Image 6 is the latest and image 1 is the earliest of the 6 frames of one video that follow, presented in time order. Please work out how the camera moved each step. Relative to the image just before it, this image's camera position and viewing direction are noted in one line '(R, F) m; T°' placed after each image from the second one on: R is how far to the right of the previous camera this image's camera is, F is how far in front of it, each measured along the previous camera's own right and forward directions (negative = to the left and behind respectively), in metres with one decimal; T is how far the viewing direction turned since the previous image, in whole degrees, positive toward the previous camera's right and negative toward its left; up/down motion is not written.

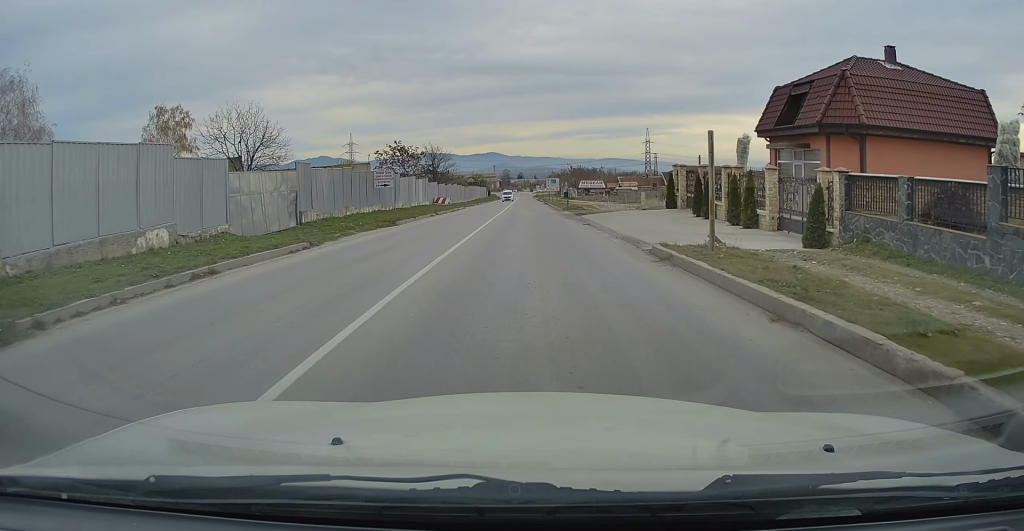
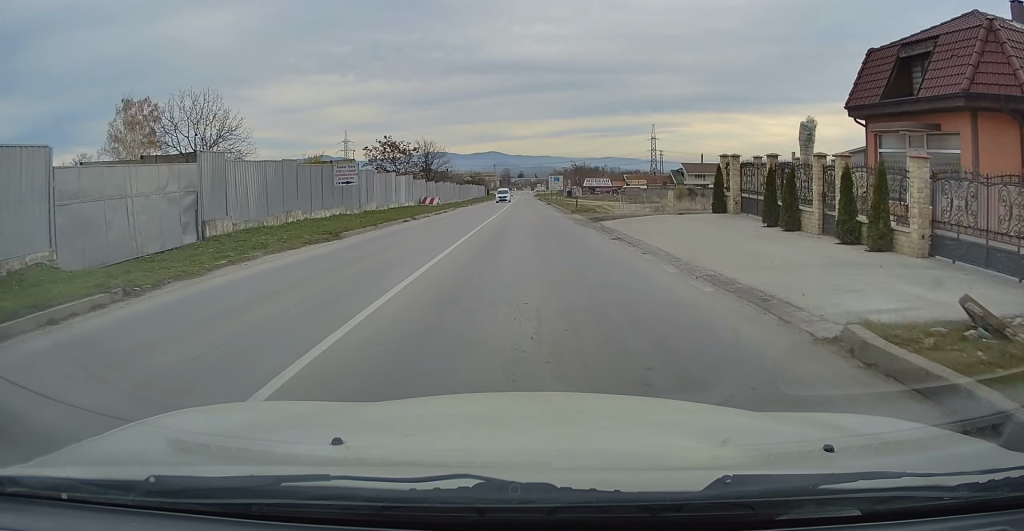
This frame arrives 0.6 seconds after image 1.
(-0.1, +8.6) m; +1°
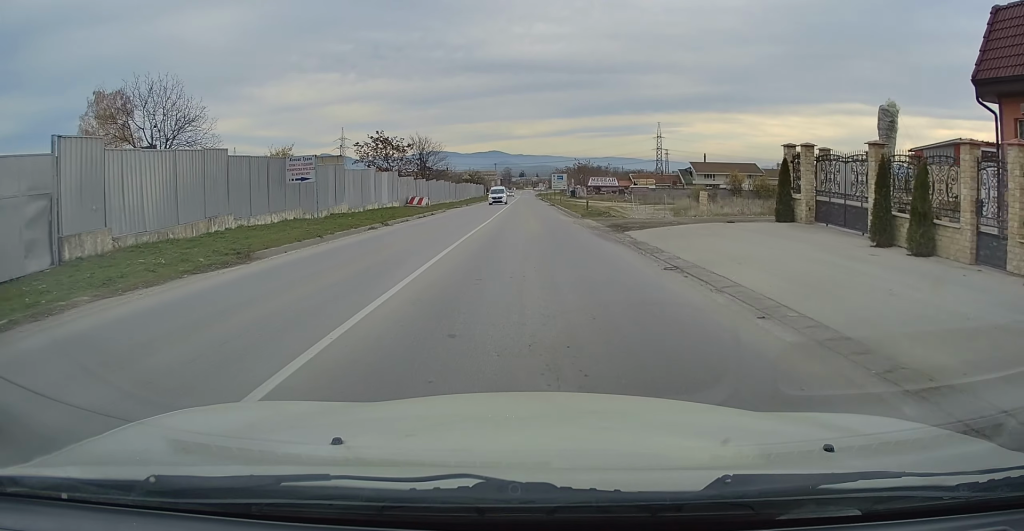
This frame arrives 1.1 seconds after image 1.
(+0.2, +6.7) m; 0°
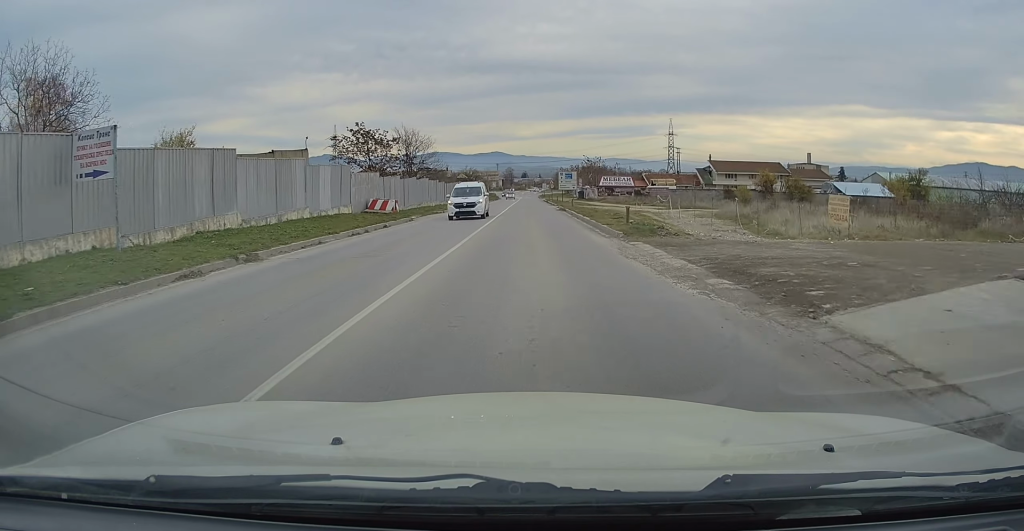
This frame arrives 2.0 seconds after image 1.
(+0.1, +13.4) m; 0°
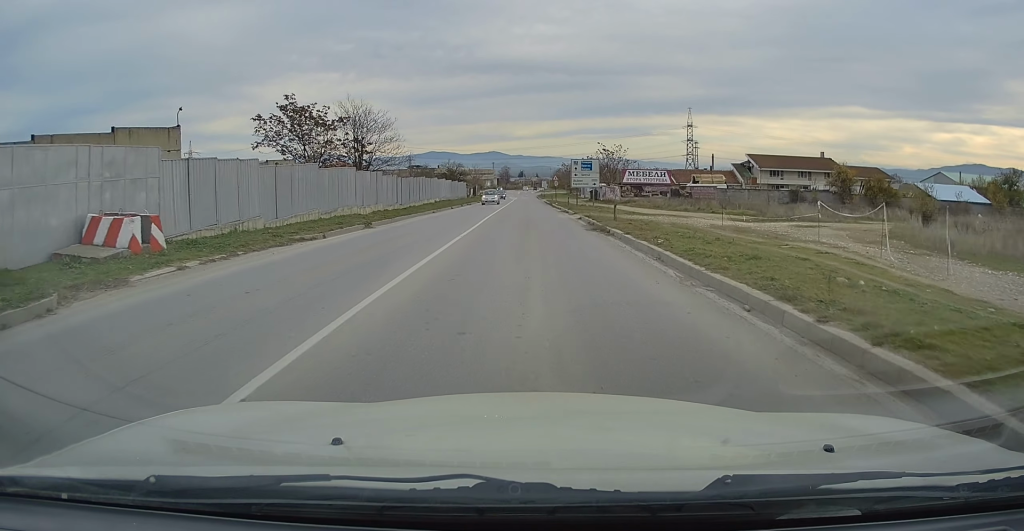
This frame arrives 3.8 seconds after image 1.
(-0.1, +25.3) m; 0°
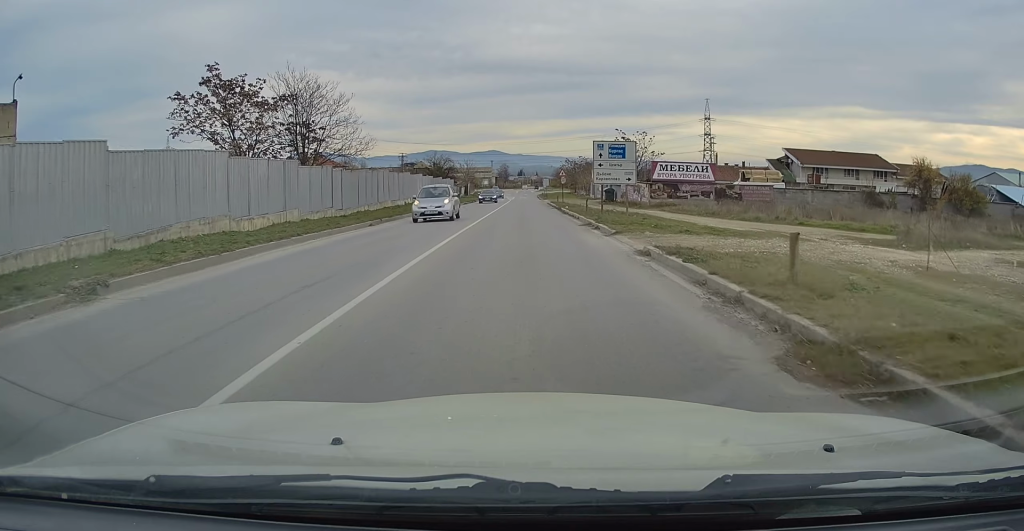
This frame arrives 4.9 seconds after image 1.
(-0.2, +16.1) m; 0°
